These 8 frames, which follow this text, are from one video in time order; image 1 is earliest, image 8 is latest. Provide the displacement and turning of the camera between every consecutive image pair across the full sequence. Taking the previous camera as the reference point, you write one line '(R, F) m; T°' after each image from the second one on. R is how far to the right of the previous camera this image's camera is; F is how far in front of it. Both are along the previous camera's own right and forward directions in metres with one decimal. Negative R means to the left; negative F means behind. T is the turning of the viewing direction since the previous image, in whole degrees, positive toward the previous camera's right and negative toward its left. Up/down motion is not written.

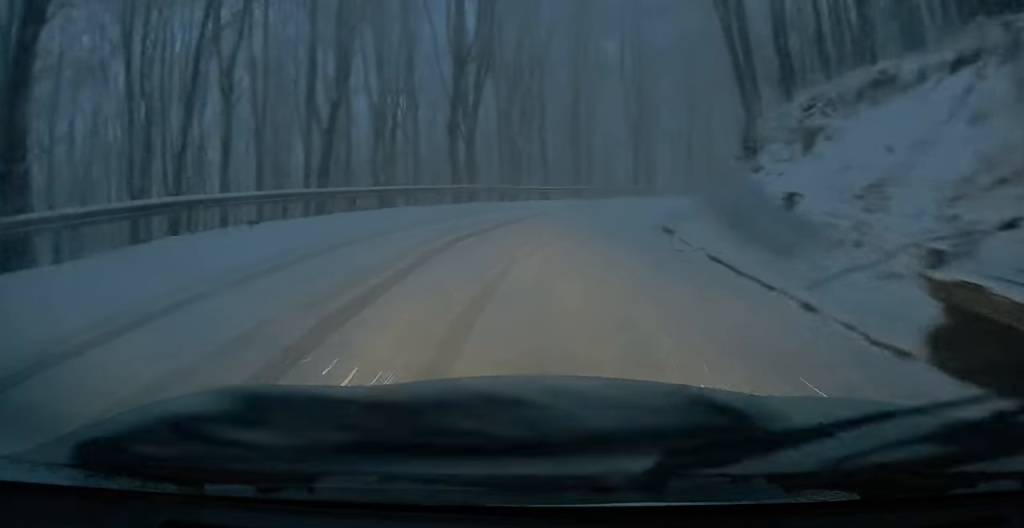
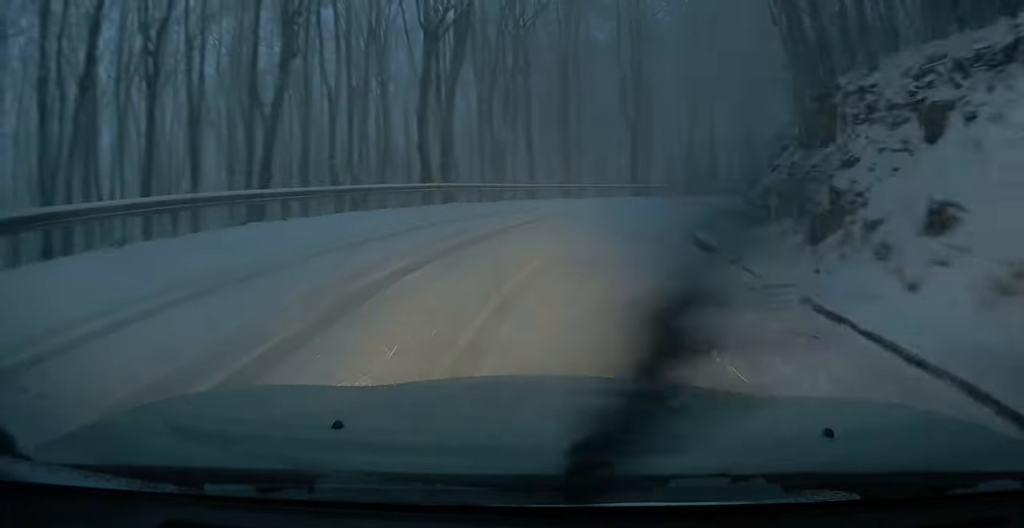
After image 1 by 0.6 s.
(-0.2, +4.0) m; +2°
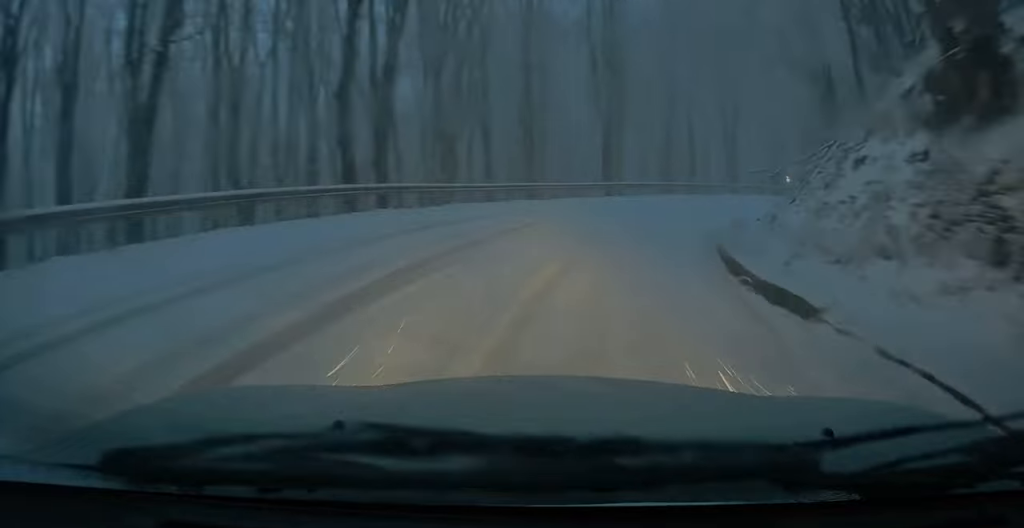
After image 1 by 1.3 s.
(0.0, +4.7) m; +4°
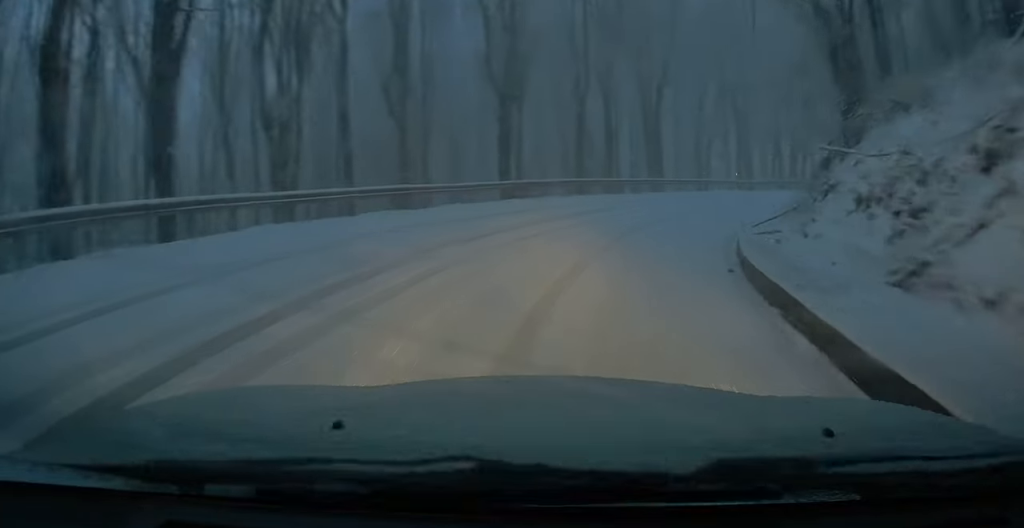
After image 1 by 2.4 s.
(+0.7, +7.8) m; +8°
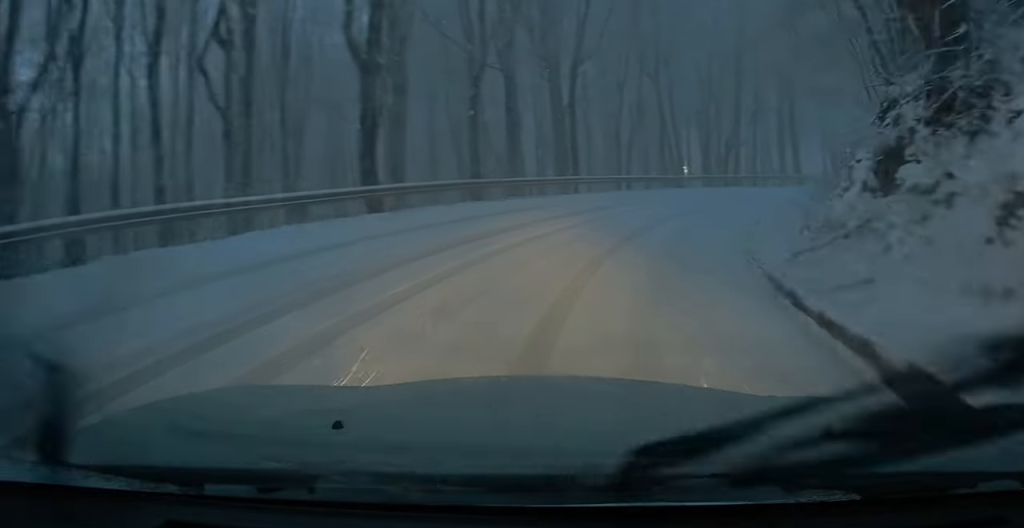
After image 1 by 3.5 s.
(+0.3, +6.7) m; +9°
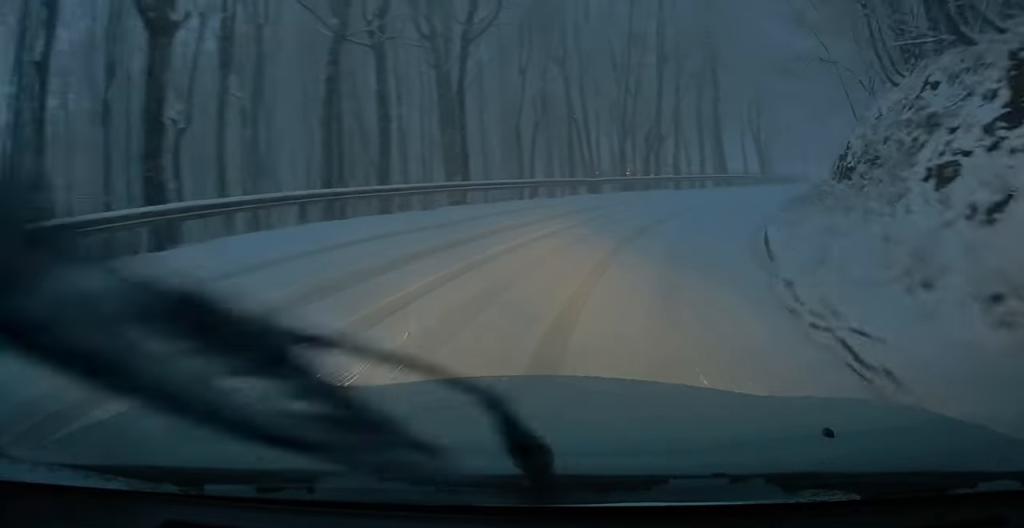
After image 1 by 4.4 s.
(+0.7, +6.0) m; +13°
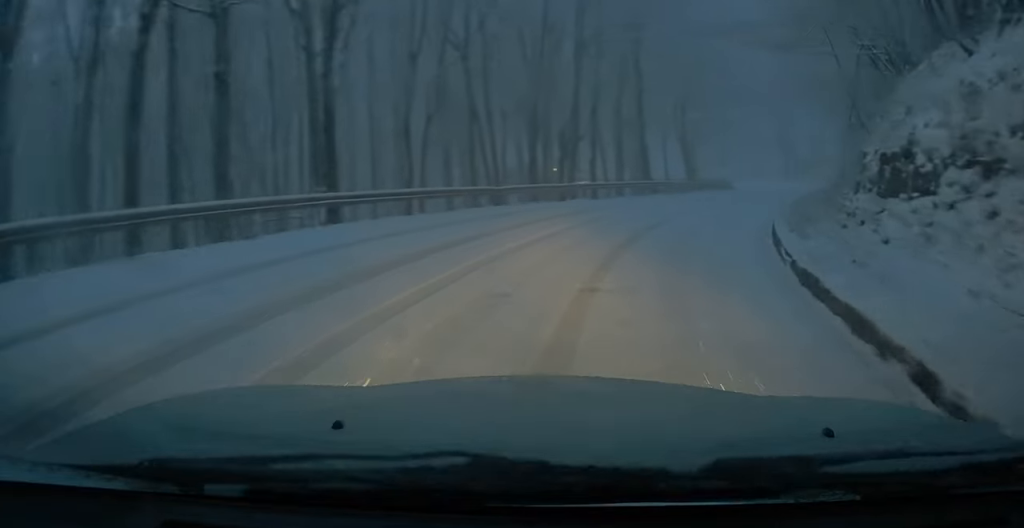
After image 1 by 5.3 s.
(+0.6, +5.6) m; +11°
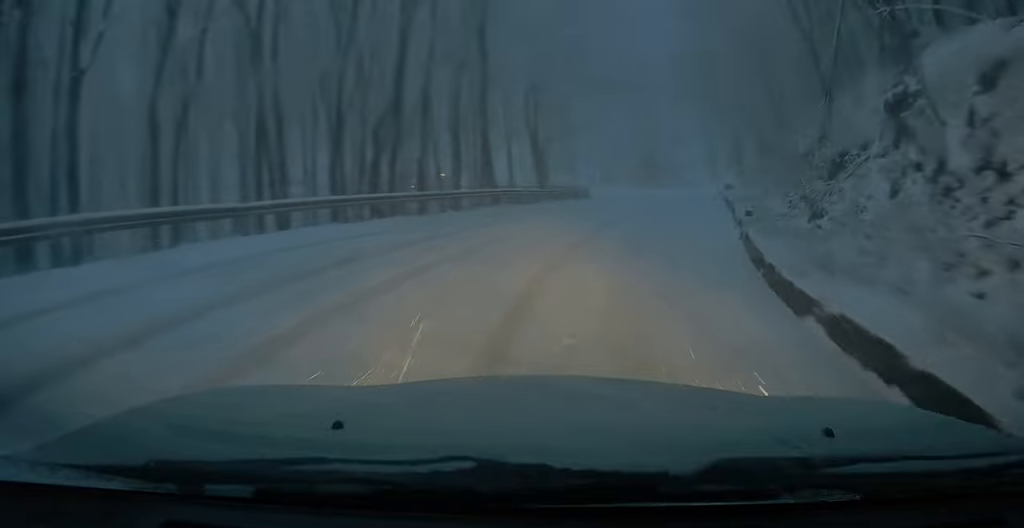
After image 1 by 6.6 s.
(+1.3, +8.3) m; +15°
